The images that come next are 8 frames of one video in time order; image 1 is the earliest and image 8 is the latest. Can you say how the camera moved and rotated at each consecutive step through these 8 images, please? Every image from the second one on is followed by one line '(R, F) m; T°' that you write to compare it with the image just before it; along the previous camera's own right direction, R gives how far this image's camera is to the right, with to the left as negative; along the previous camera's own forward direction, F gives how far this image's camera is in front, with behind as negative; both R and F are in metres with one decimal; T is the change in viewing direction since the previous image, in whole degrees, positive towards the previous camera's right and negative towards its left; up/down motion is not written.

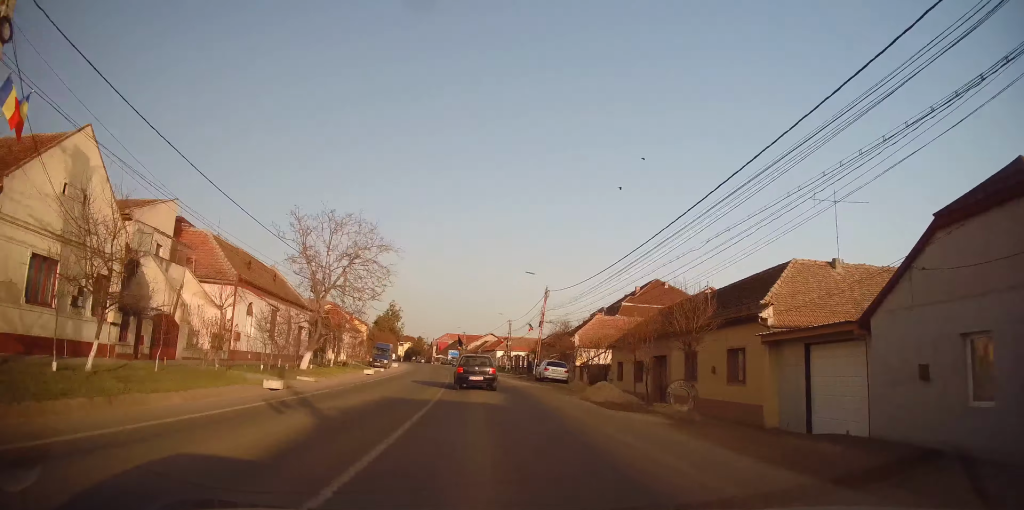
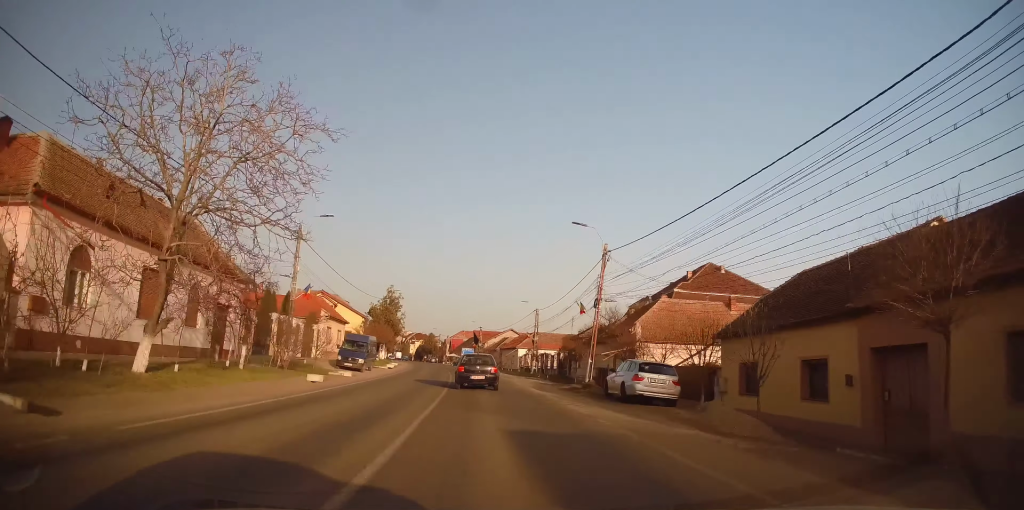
(-0.1, +16.8) m; 0°
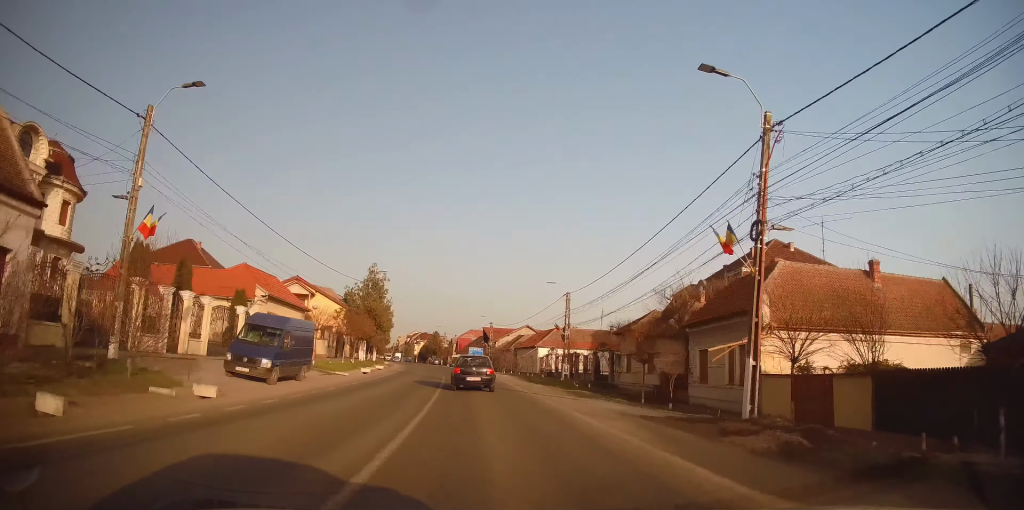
(0.0, +17.2) m; -2°
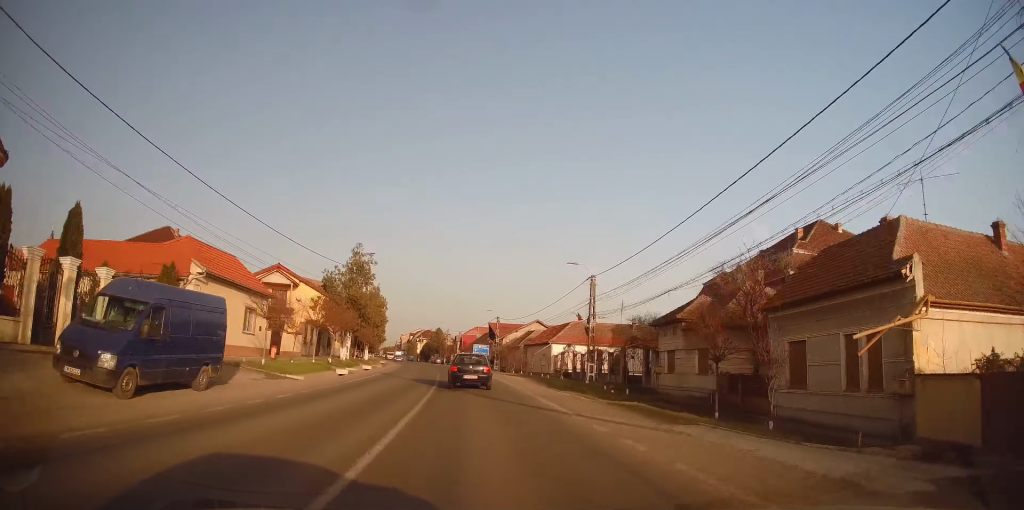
(-0.2, +9.0) m; -1°
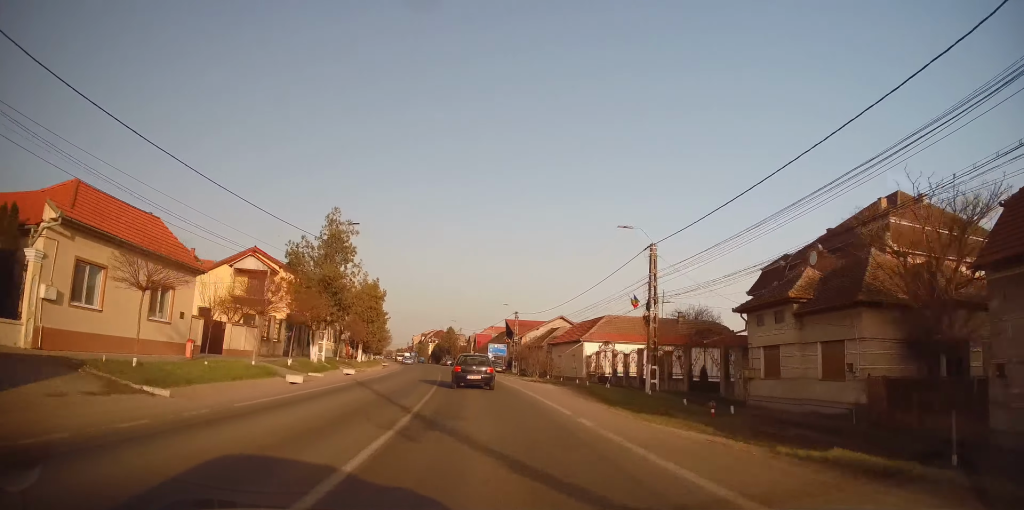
(-0.2, +11.5) m; -1°
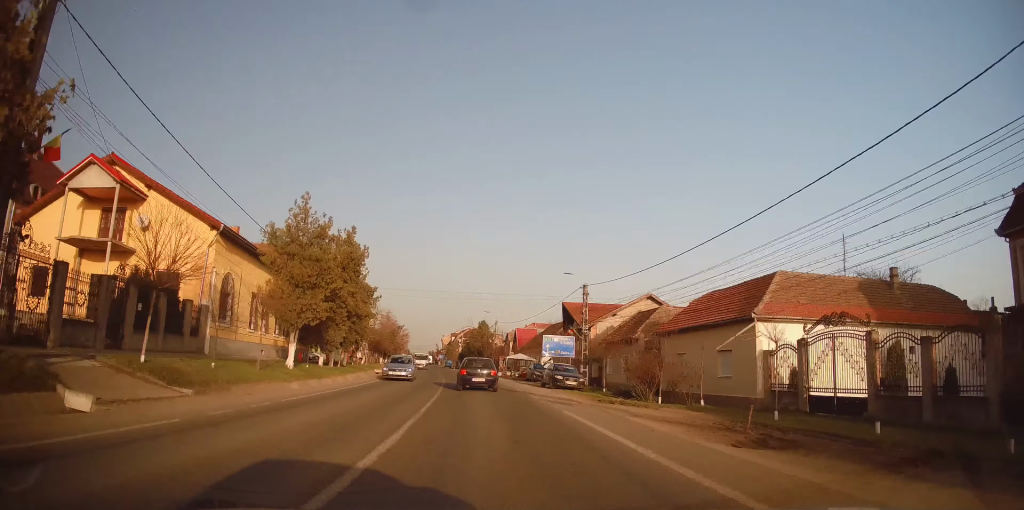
(-0.1, +29.2) m; -3°
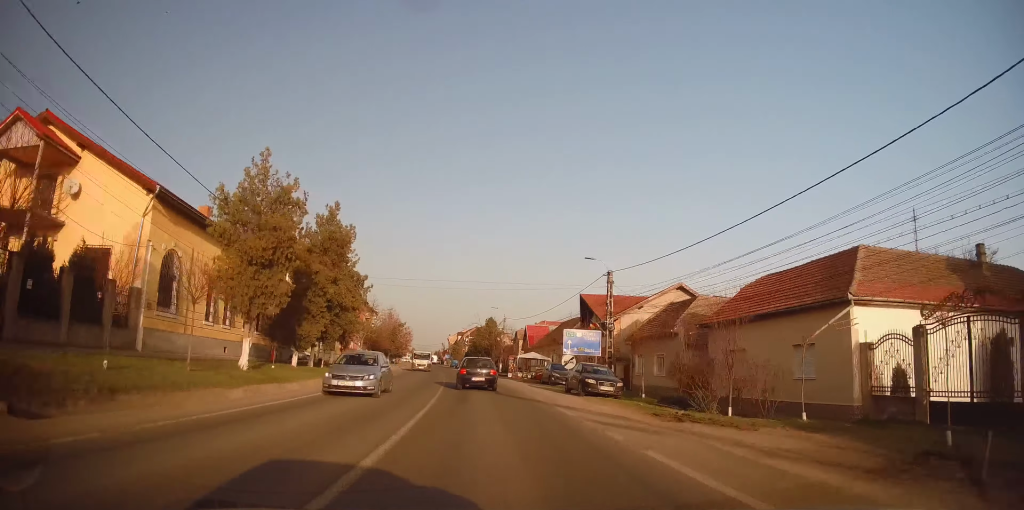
(-0.3, +6.6) m; -1°
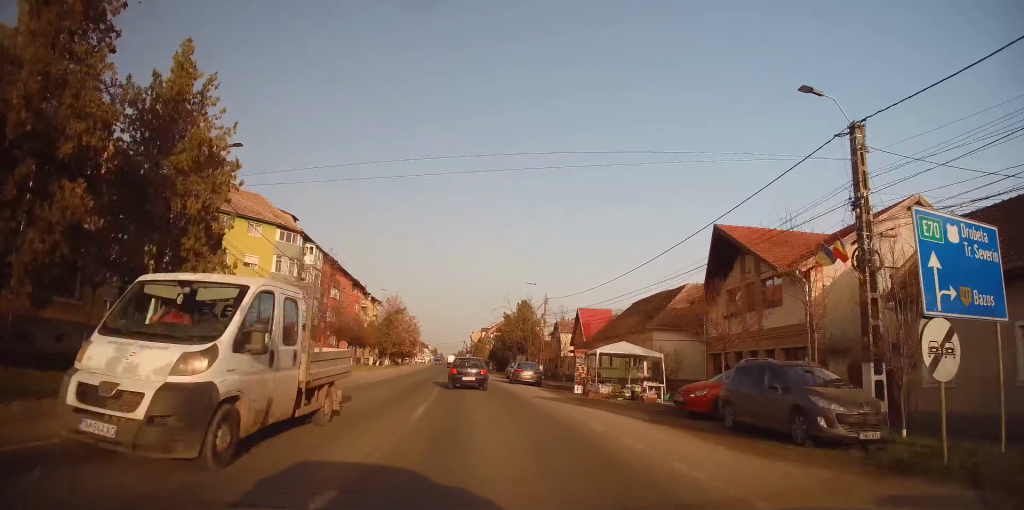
(-0.5, +25.4) m; -4°
